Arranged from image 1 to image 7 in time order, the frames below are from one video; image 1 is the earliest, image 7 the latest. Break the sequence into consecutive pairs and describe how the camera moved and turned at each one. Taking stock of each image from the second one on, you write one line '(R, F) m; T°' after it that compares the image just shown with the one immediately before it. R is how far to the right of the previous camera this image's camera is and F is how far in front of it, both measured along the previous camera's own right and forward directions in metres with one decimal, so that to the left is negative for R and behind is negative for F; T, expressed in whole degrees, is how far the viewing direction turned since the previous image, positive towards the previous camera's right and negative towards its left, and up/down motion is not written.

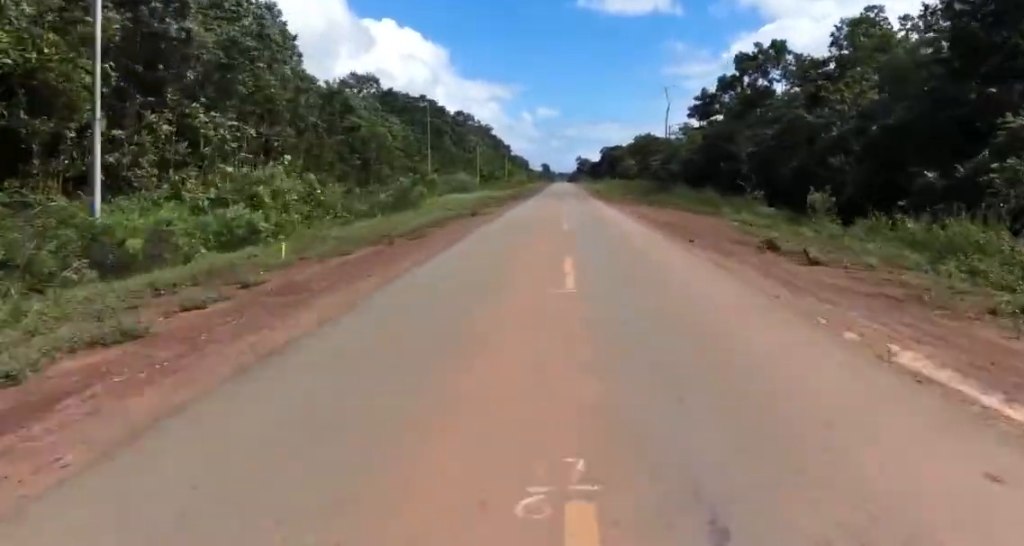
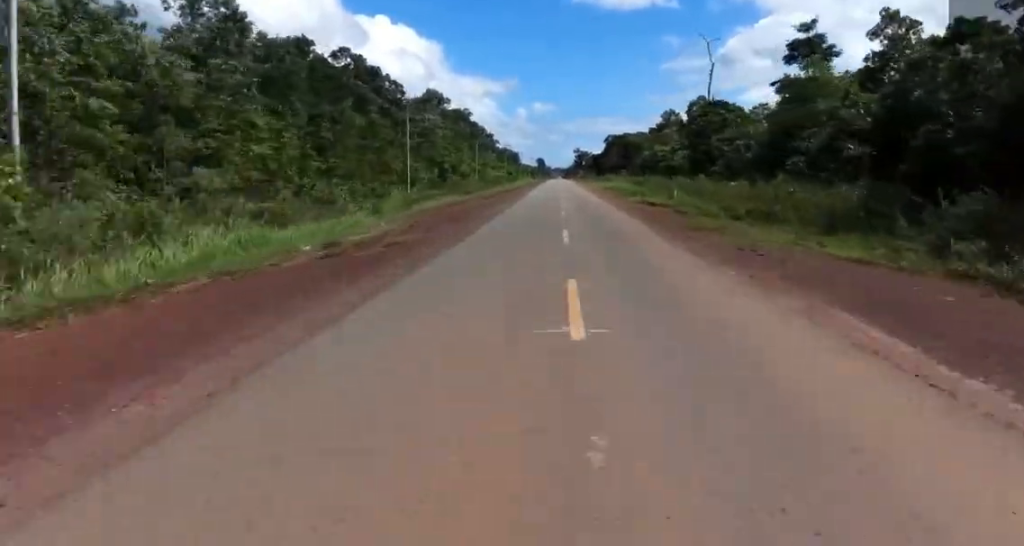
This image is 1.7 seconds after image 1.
(+0.8, +52.3) m; +1°
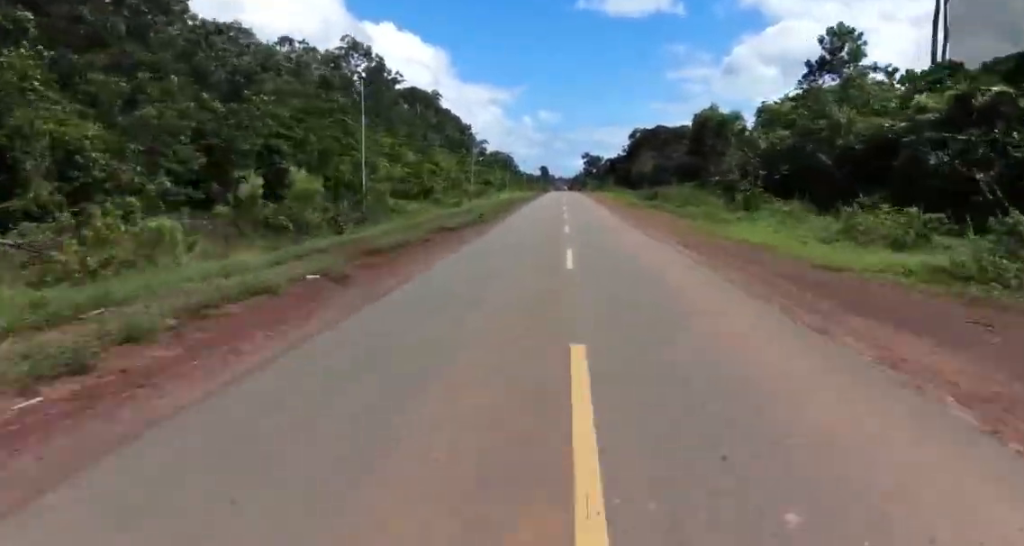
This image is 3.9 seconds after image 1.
(+0.9, +68.6) m; 0°
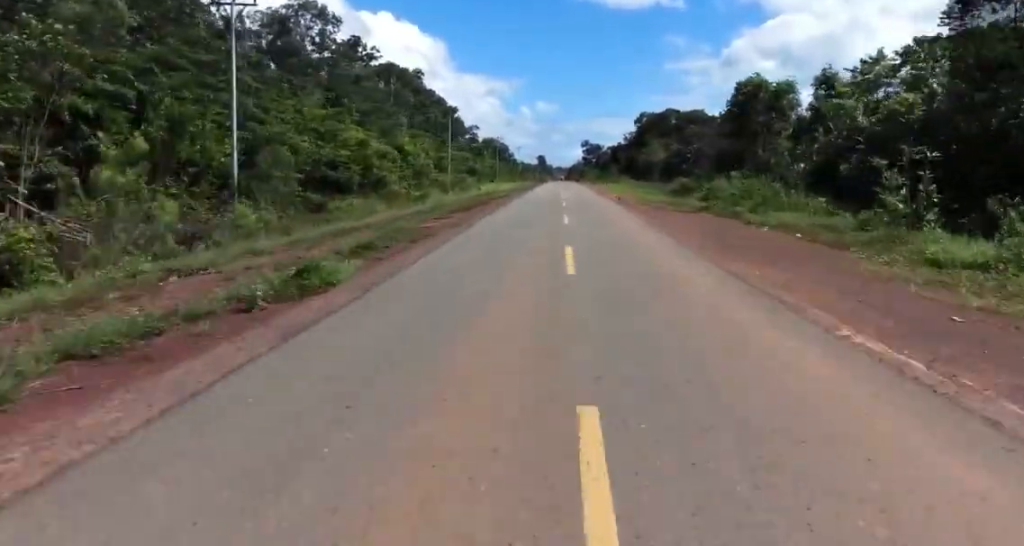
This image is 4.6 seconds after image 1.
(-0.2, +20.6) m; 0°
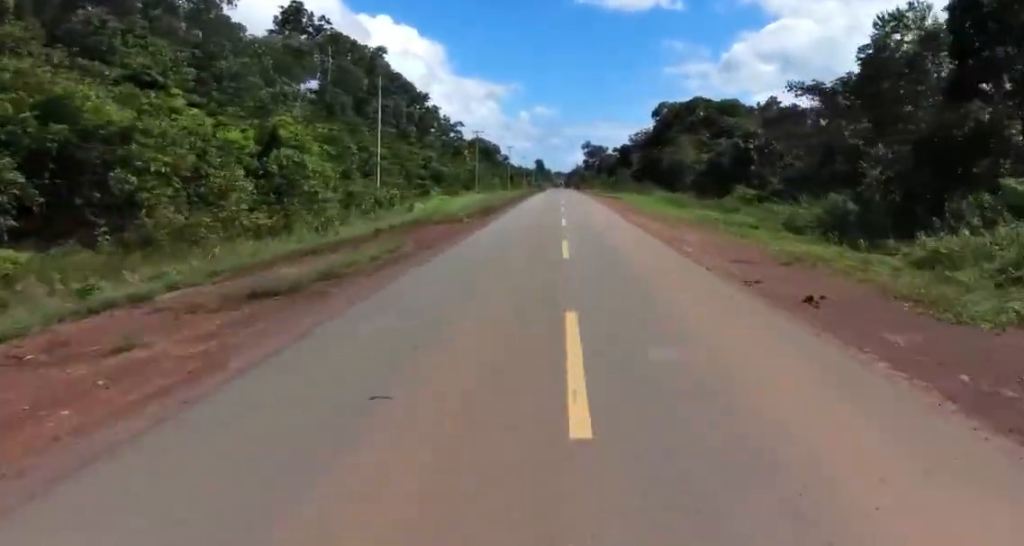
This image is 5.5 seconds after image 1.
(+0.1, +29.5) m; +1°
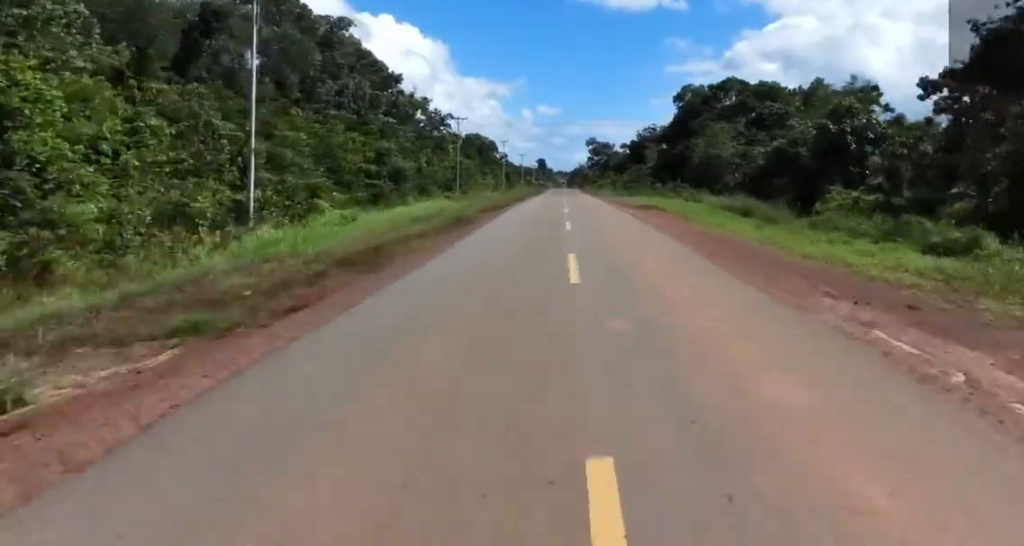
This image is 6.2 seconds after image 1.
(+0.4, +20.0) m; +1°
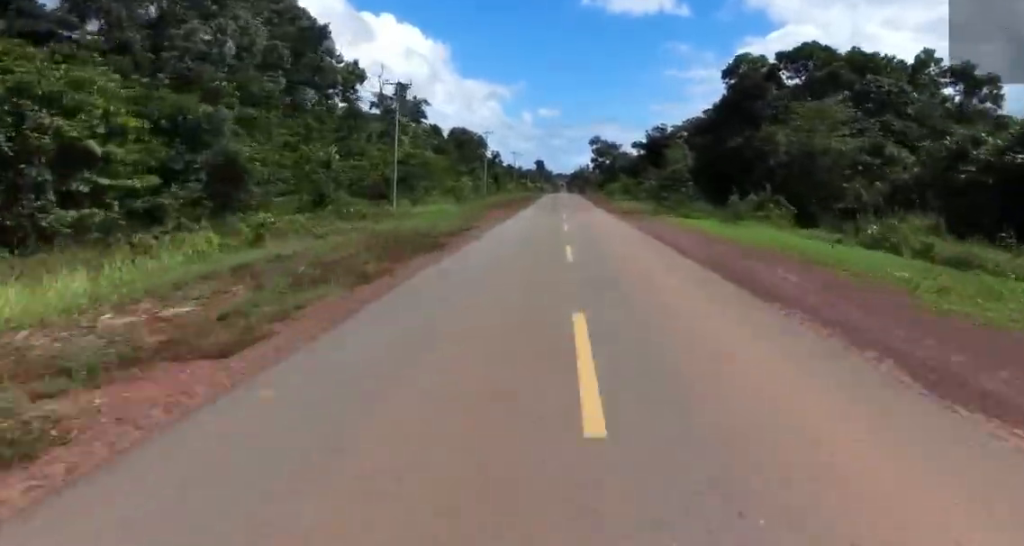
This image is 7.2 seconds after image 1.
(+0.1, +29.7) m; -3°
